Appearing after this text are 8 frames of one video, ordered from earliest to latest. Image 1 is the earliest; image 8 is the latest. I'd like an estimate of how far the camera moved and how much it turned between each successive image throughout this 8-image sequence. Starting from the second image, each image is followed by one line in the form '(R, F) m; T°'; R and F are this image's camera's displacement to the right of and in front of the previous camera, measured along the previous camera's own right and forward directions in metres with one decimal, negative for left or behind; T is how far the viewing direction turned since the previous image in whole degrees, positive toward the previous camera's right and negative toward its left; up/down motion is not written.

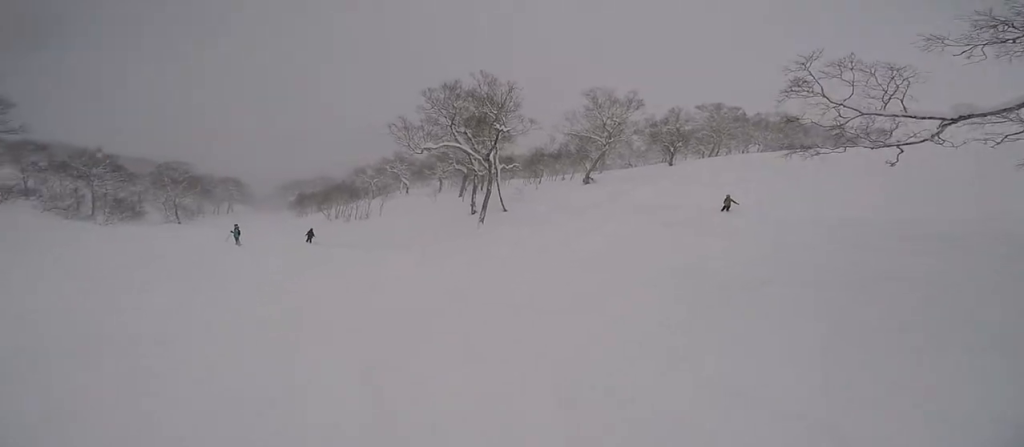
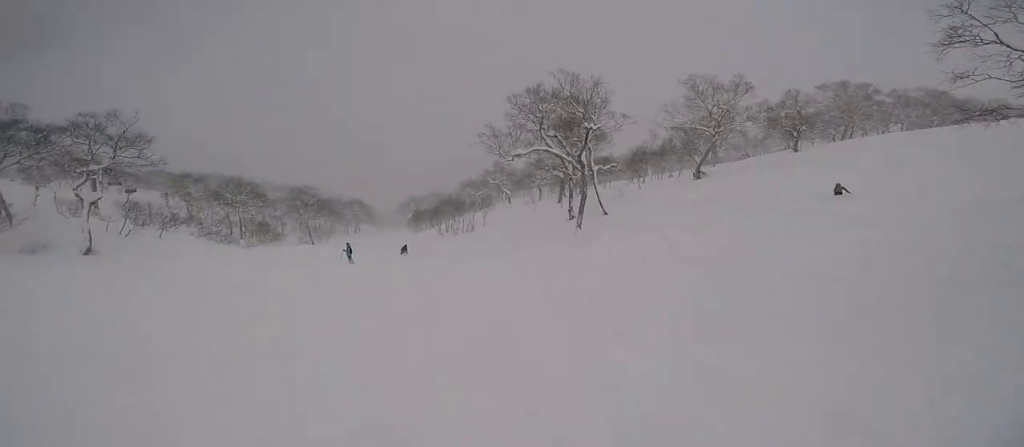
(+0.7, +1.3) m; -14°
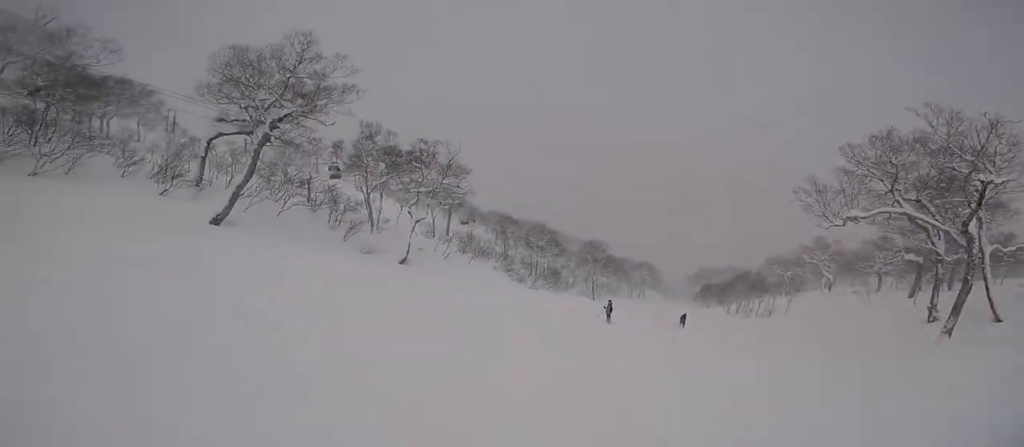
(-2.3, +3.3) m; -48°
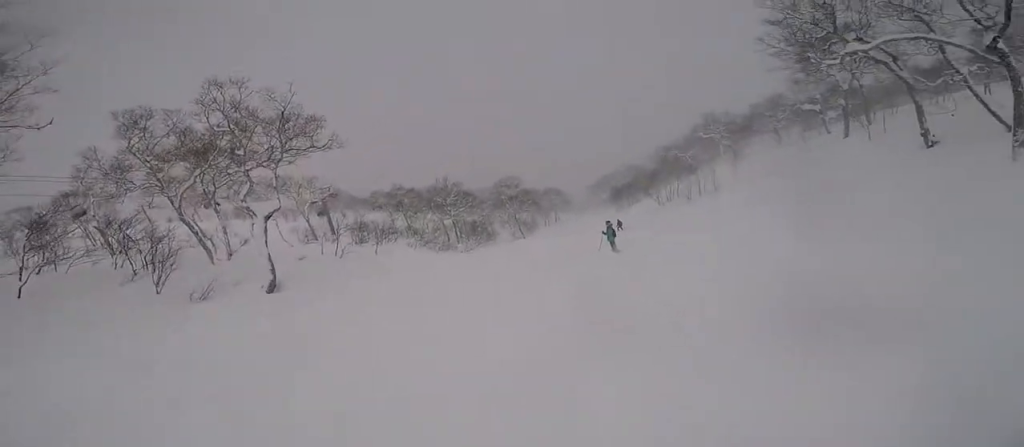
(-2.3, +9.1) m; -7°
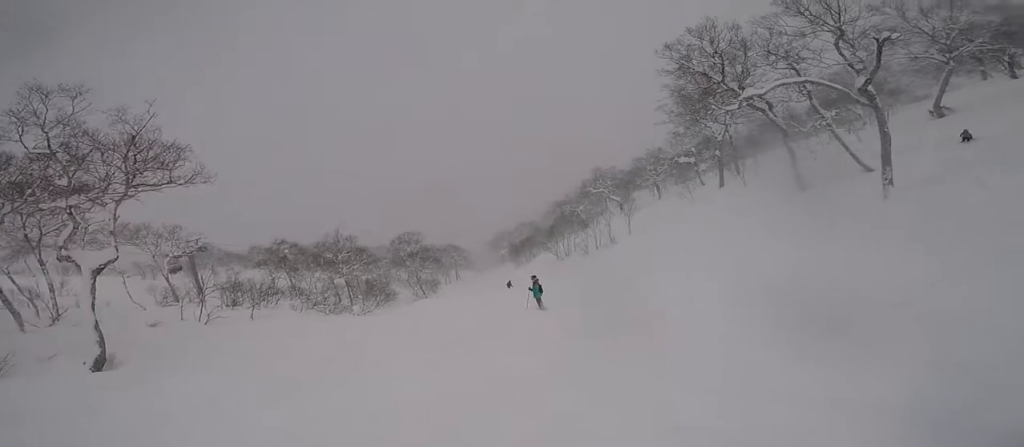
(-0.7, +2.9) m; +24°
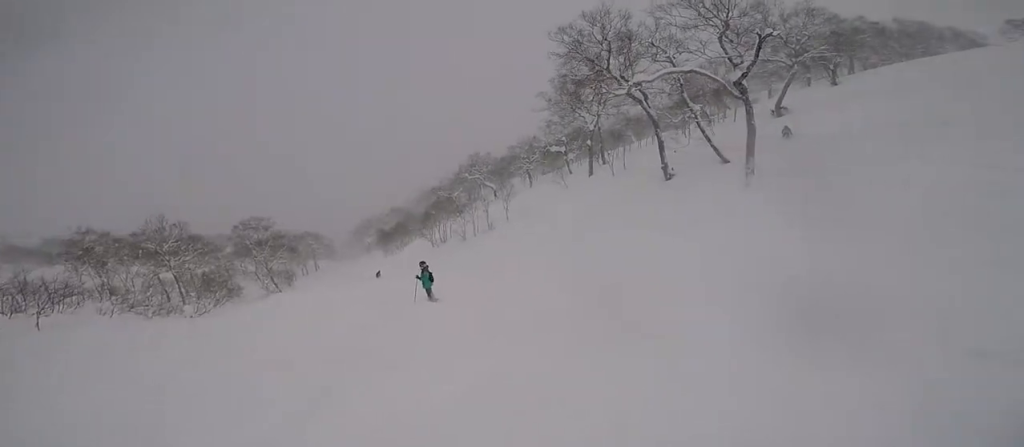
(+1.4, +1.6) m; +25°
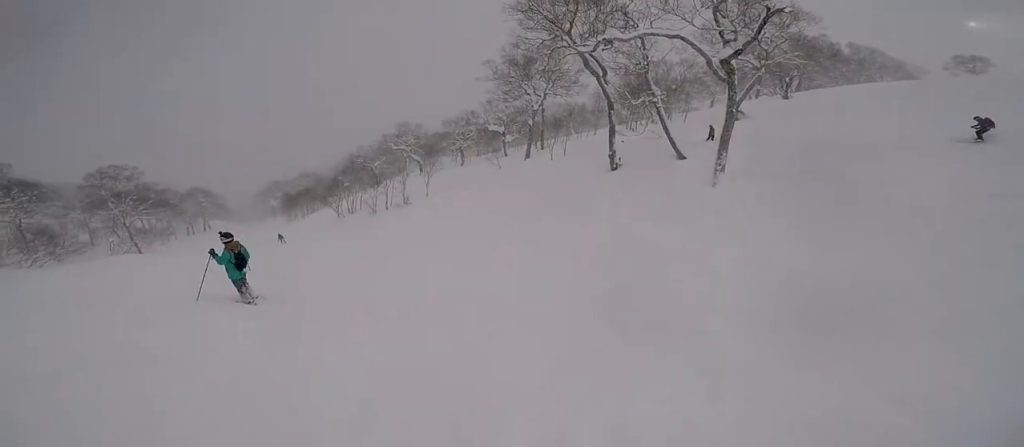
(+2.1, +4.8) m; +24°
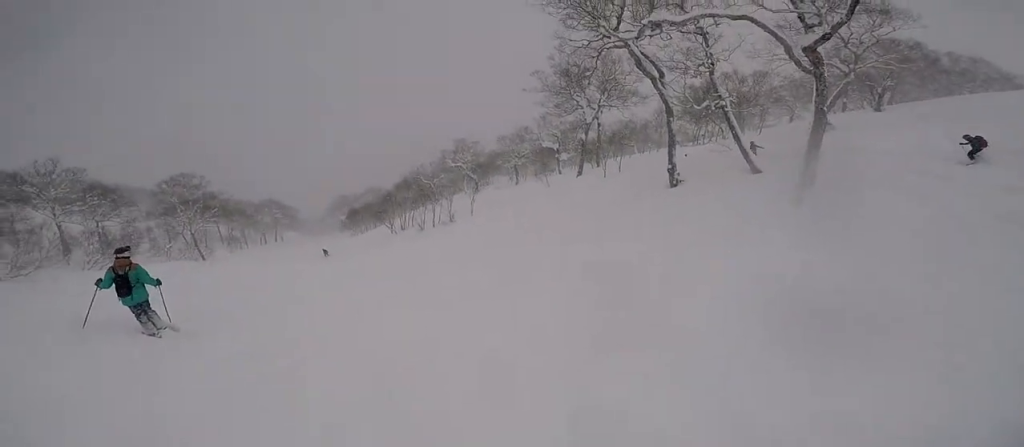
(0.0, +2.9) m; -17°
